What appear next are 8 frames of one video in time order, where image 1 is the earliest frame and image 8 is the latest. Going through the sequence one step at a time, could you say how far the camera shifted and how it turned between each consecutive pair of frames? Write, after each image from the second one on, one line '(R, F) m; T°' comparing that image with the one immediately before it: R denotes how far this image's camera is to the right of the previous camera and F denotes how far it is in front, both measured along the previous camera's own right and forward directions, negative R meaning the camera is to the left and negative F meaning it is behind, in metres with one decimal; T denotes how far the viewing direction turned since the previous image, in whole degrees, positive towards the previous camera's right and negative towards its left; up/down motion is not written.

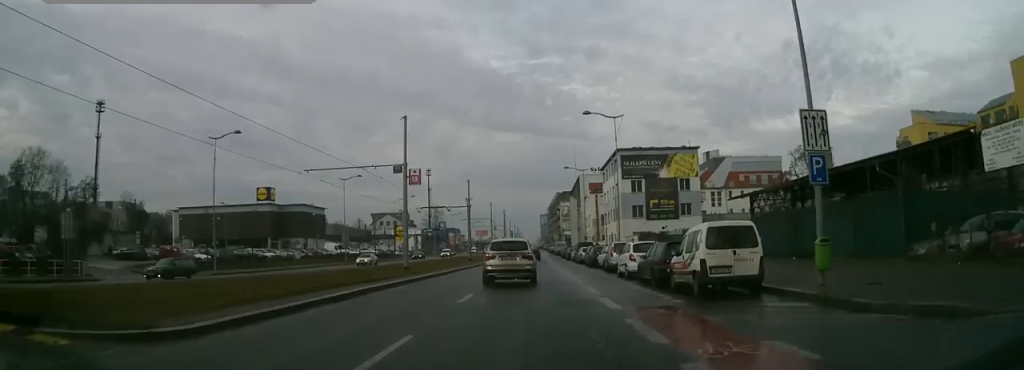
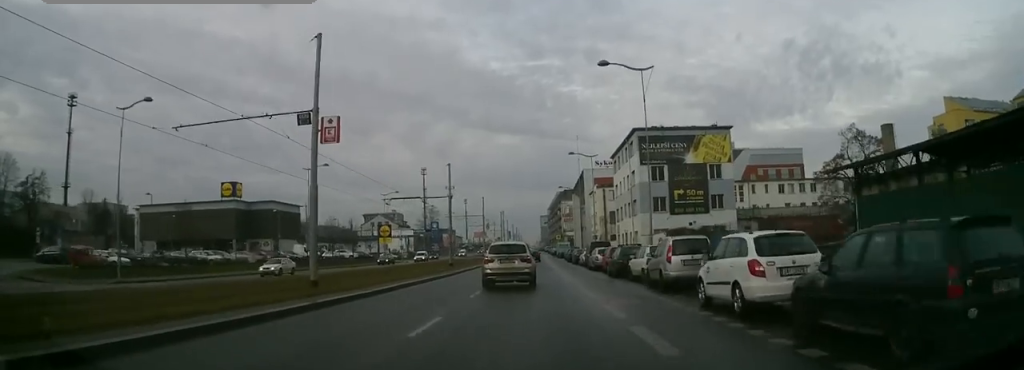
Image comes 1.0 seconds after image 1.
(0.0, +13.5) m; 0°
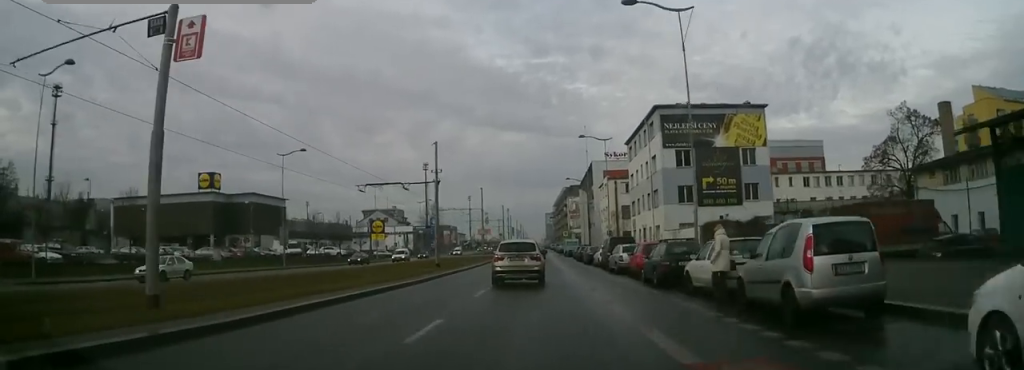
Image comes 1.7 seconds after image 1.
(-0.1, +9.4) m; +1°
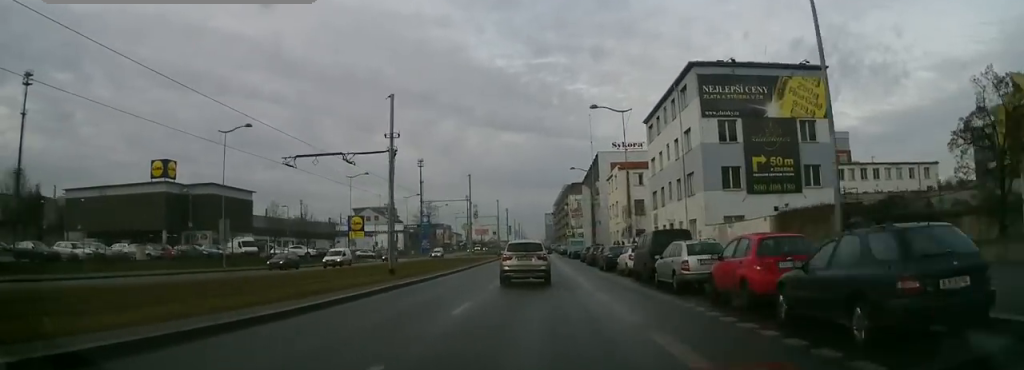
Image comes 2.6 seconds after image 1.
(+0.4, +13.6) m; 0°
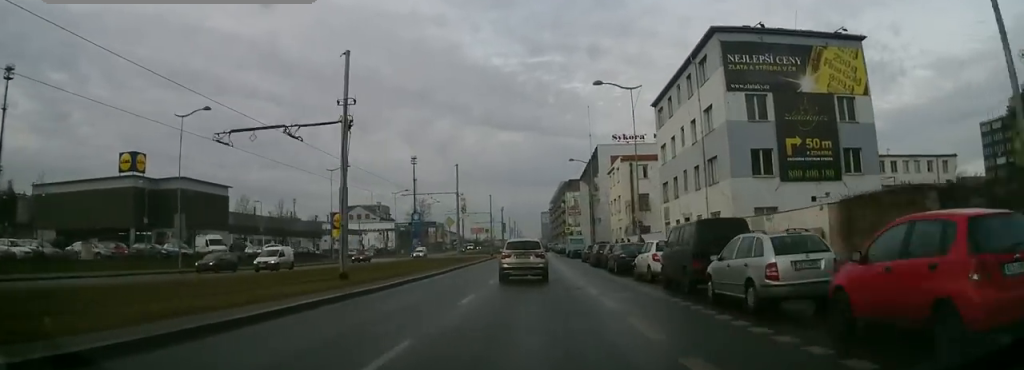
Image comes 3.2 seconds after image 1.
(-0.1, +7.4) m; -1°
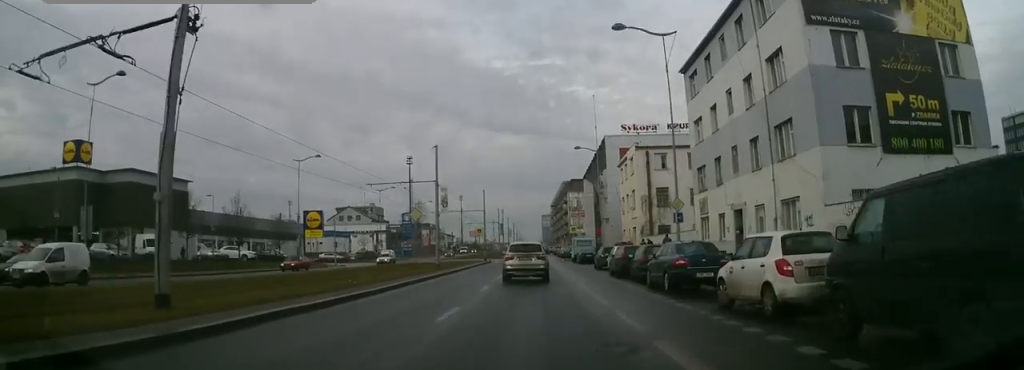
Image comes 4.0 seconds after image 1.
(-0.3, +12.0) m; -1°
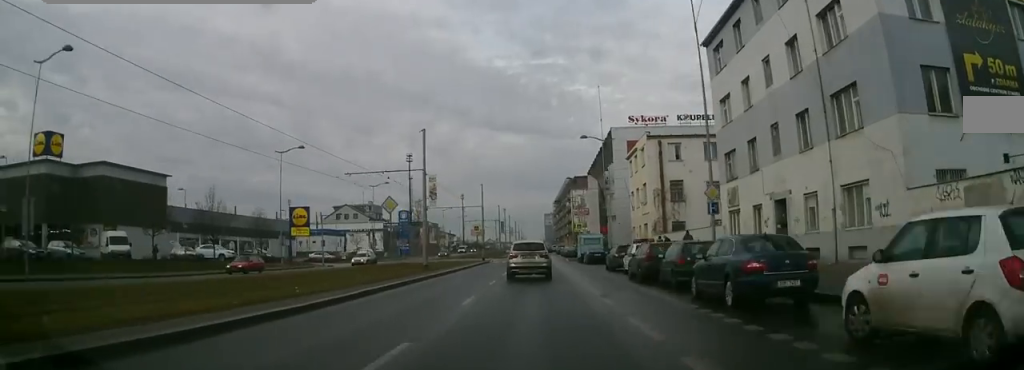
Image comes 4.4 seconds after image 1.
(0.0, +6.3) m; 0°
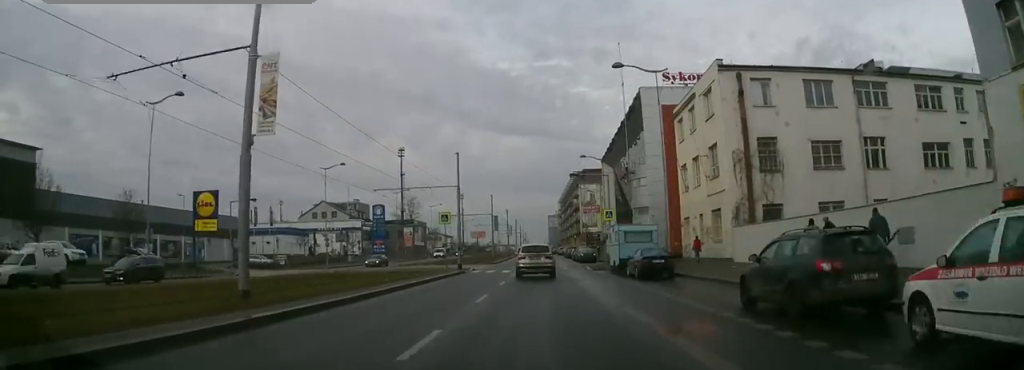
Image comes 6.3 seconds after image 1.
(0.0, +26.0) m; 0°
